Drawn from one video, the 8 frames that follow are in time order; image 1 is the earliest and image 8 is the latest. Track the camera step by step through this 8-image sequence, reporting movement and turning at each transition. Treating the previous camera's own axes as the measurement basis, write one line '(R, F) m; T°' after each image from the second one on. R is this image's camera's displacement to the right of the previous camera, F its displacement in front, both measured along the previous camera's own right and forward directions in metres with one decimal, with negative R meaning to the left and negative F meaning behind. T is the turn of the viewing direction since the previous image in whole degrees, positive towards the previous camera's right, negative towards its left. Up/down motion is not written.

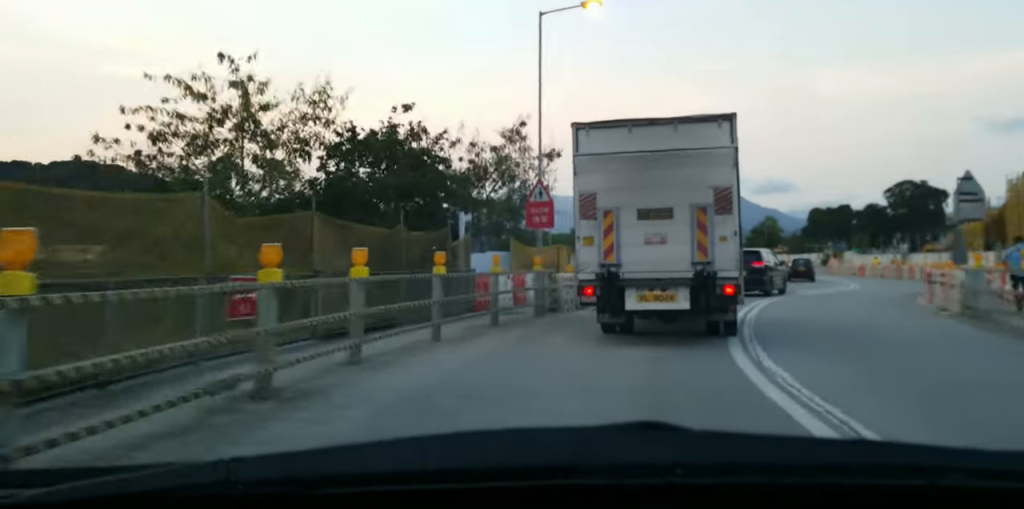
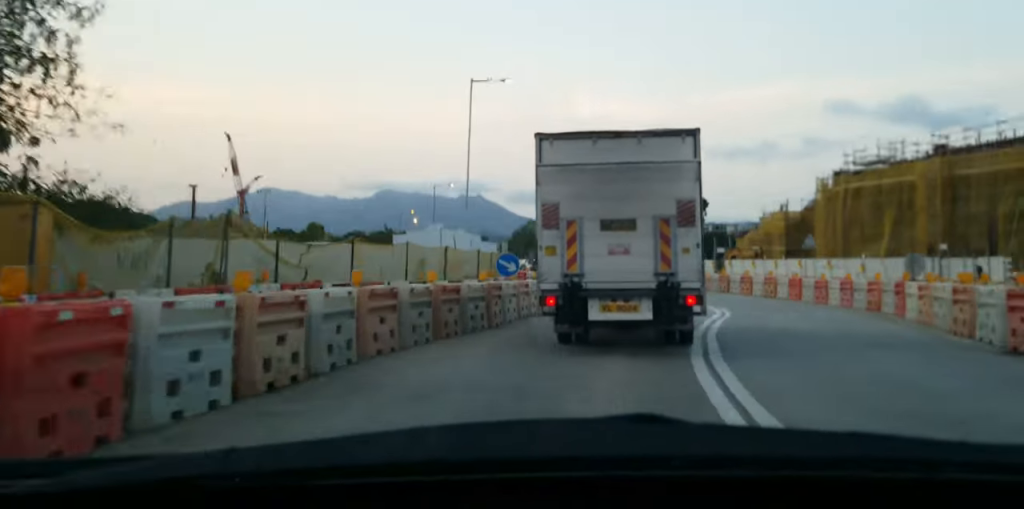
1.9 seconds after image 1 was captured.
(+2.0, +19.3) m; +15°
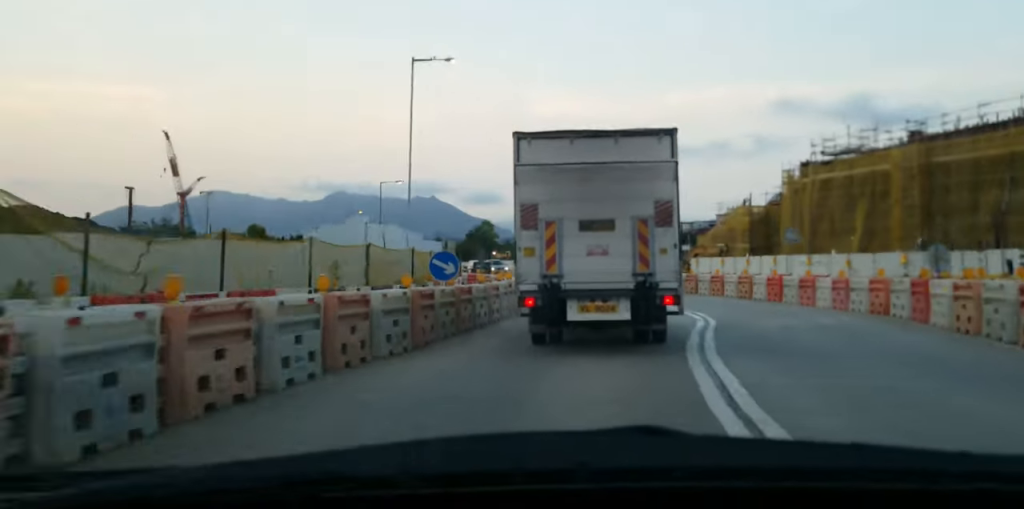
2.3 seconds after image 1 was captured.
(+0.2, +4.1) m; +4°
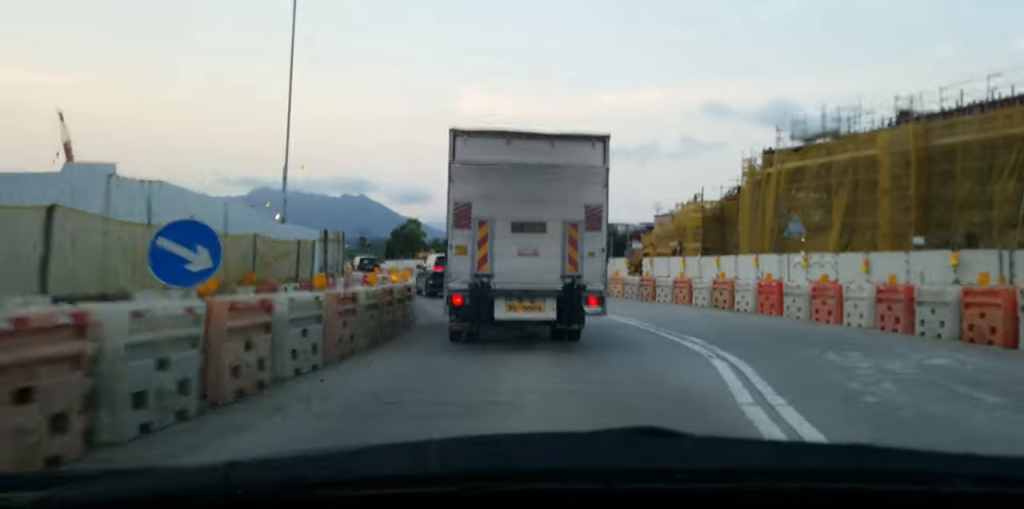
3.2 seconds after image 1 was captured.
(+0.3, +8.7) m; +7°
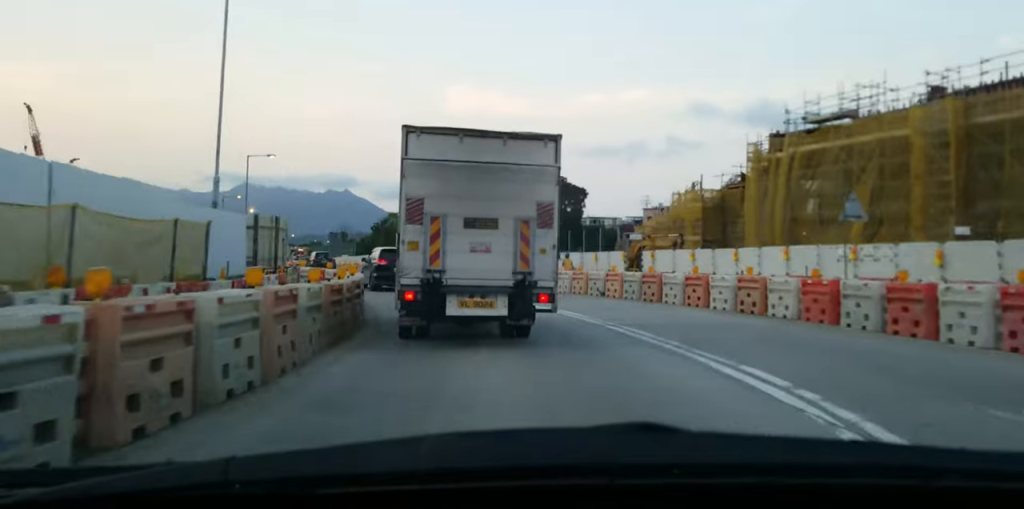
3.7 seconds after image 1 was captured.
(+0.3, +5.0) m; +3°
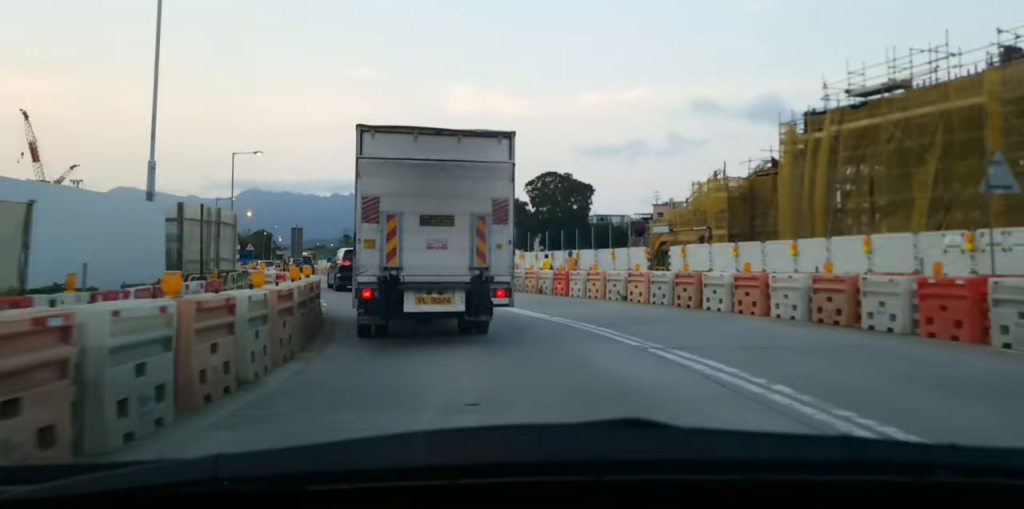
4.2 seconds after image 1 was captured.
(+0.5, +4.6) m; +2°
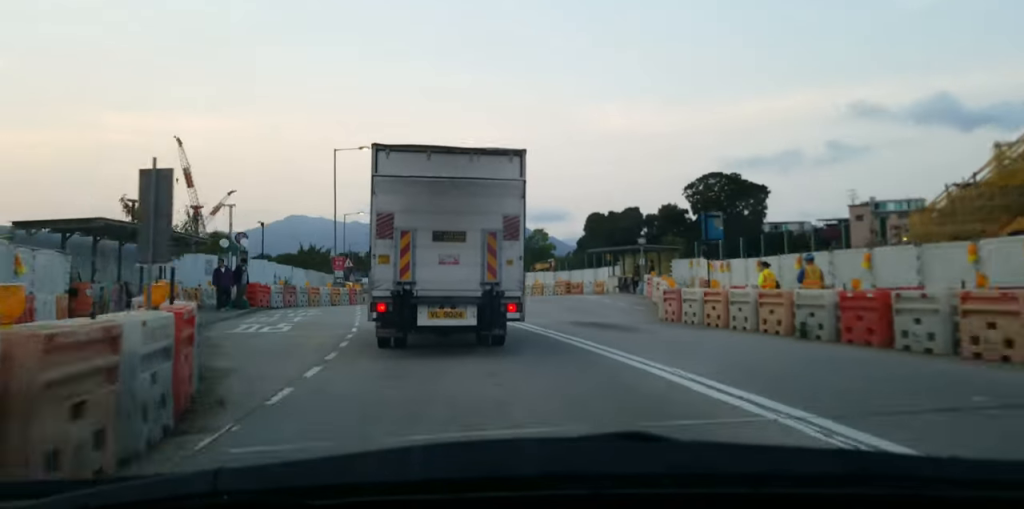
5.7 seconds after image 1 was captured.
(-0.5, +14.7) m; -4°
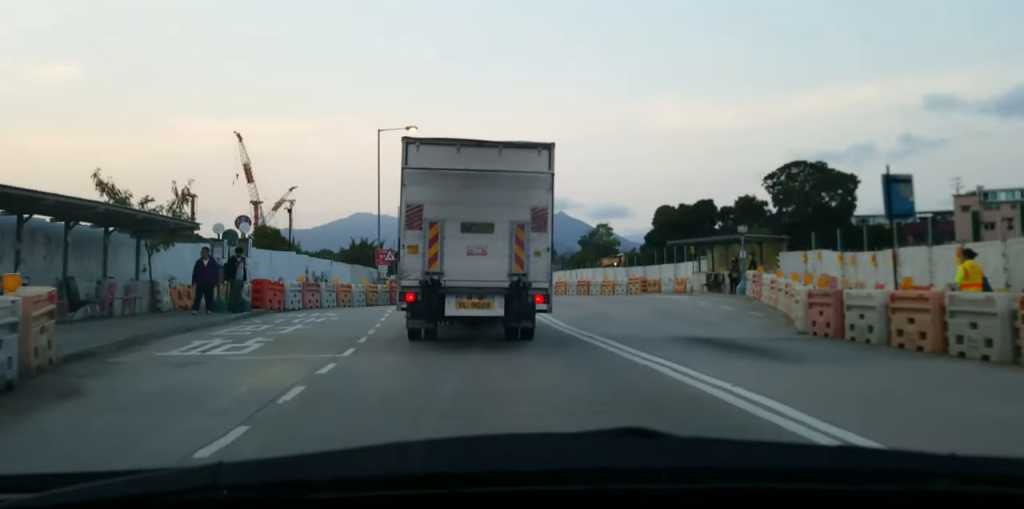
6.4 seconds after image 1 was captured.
(+0.1, +6.4) m; -3°
